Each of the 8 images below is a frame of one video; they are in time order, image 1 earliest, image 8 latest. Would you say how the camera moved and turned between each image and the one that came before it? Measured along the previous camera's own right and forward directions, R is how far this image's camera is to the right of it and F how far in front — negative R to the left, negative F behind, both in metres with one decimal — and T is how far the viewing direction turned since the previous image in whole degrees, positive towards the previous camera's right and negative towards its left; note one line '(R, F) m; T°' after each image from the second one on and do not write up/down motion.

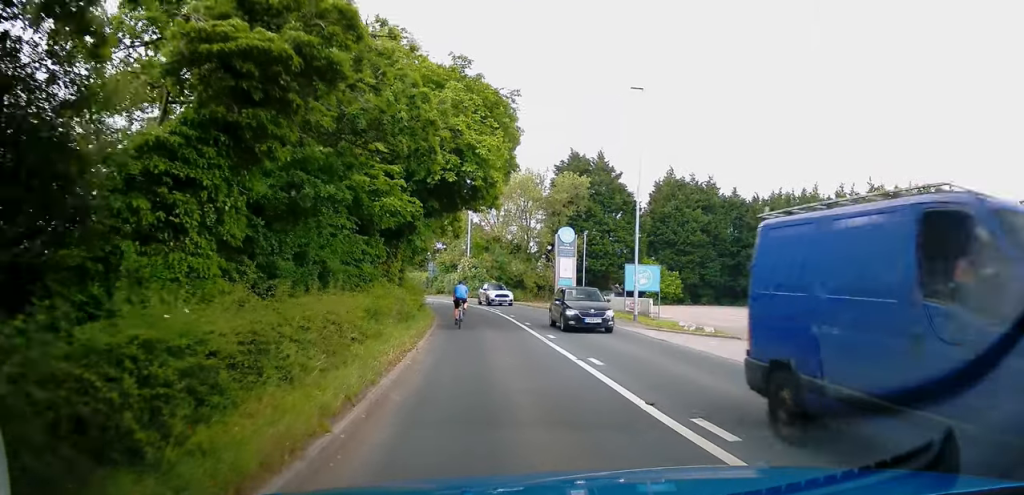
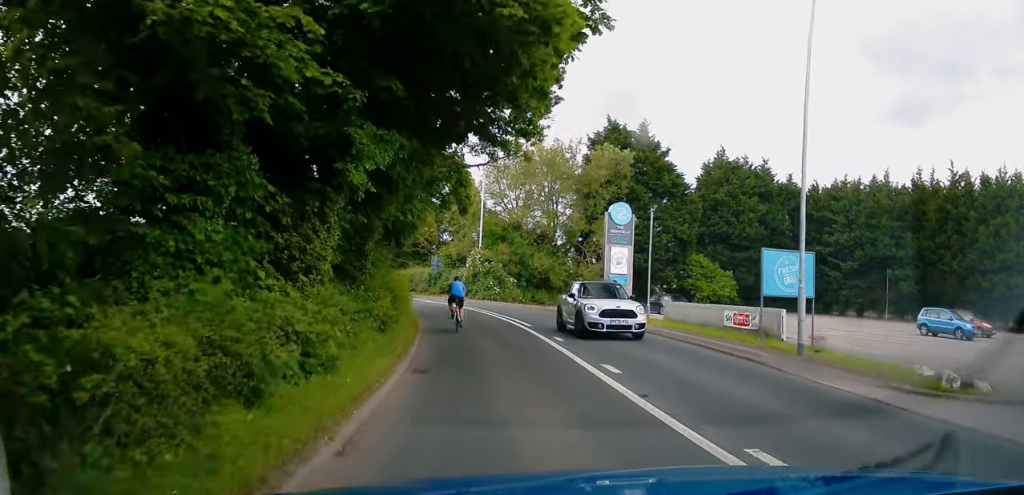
(-0.8, +12.1) m; -4°
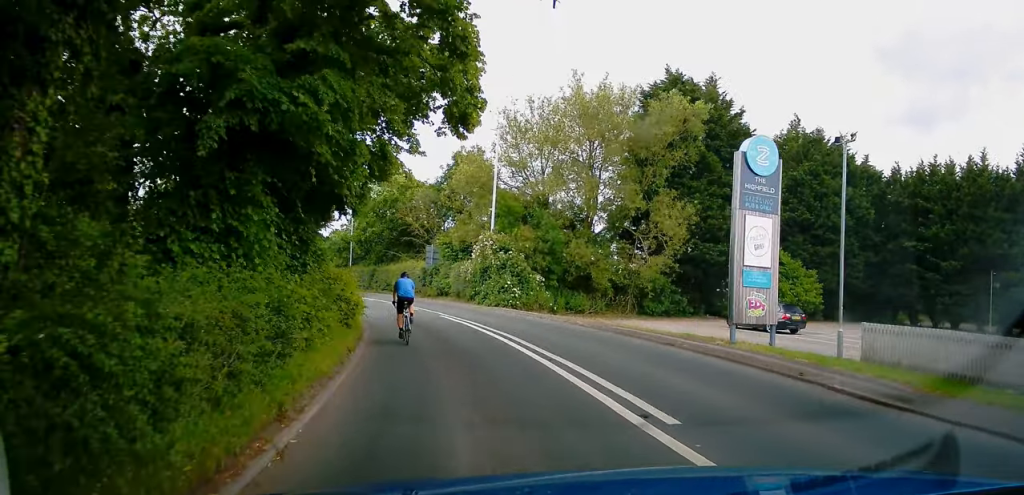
(+0.5, +14.5) m; +3°
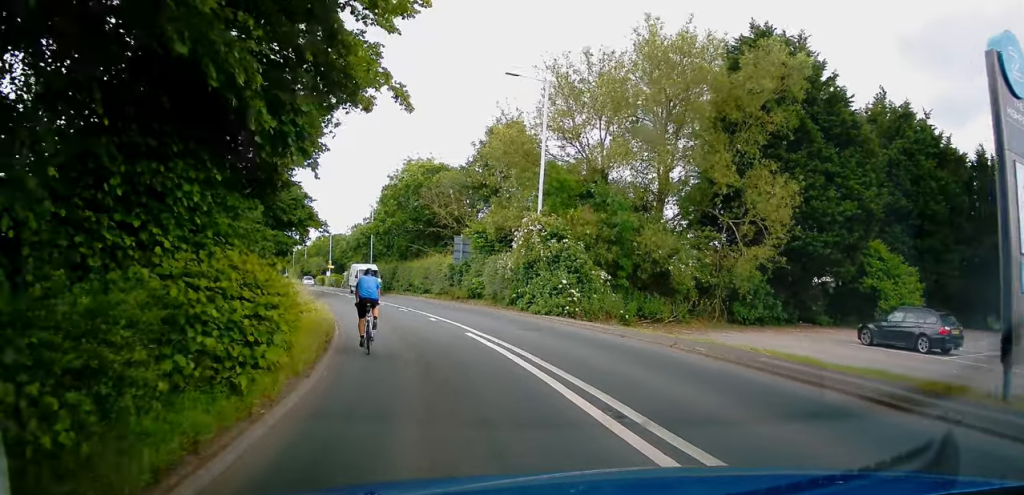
(+0.1, +8.7) m; -2°
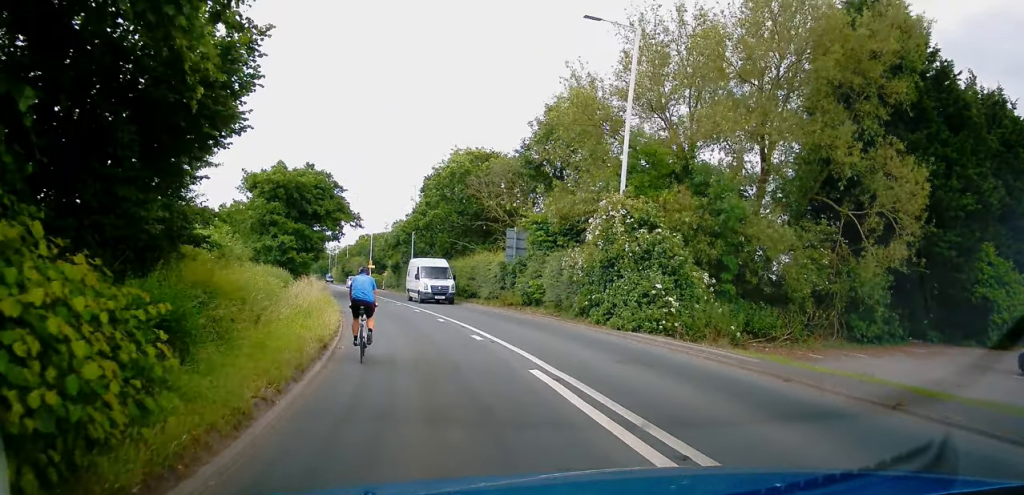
(-0.2, +6.2) m; -5°
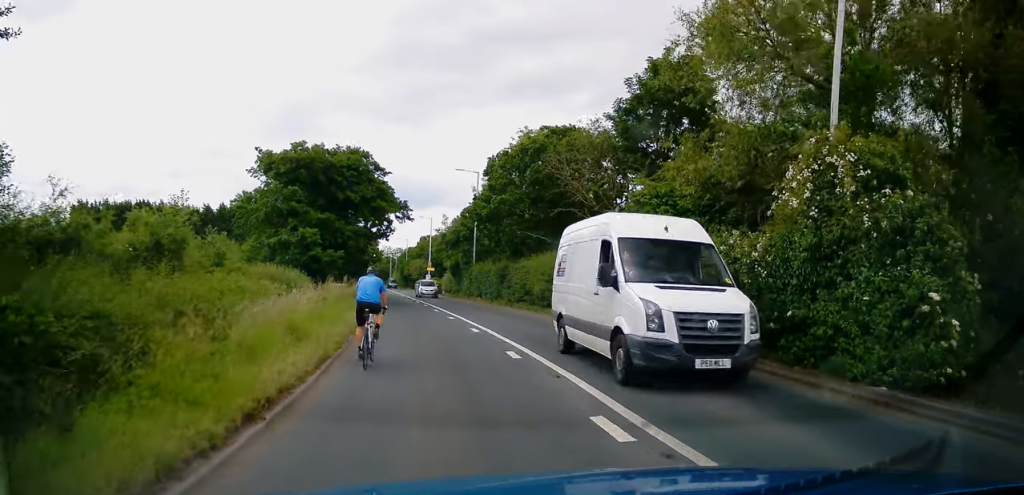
(-0.7, +9.1) m; -9°
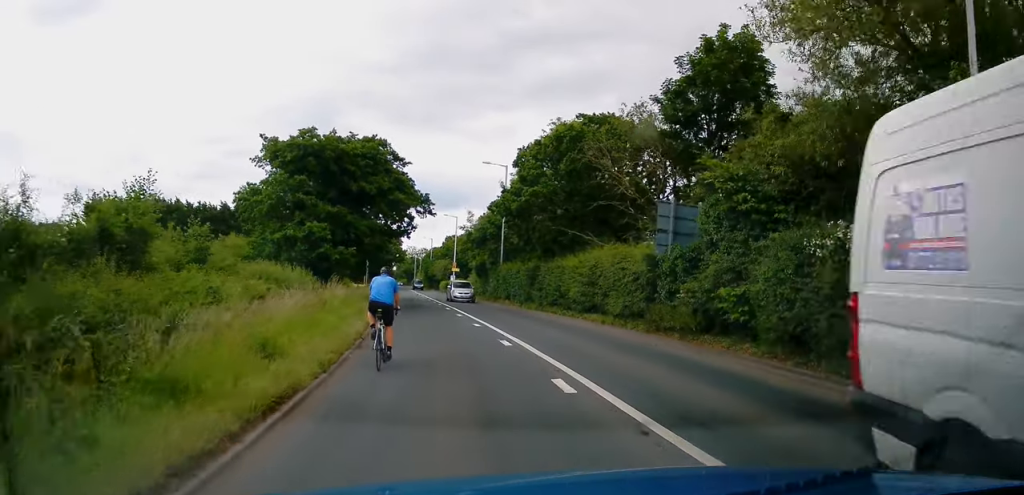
(-0.2, +3.1) m; -2°
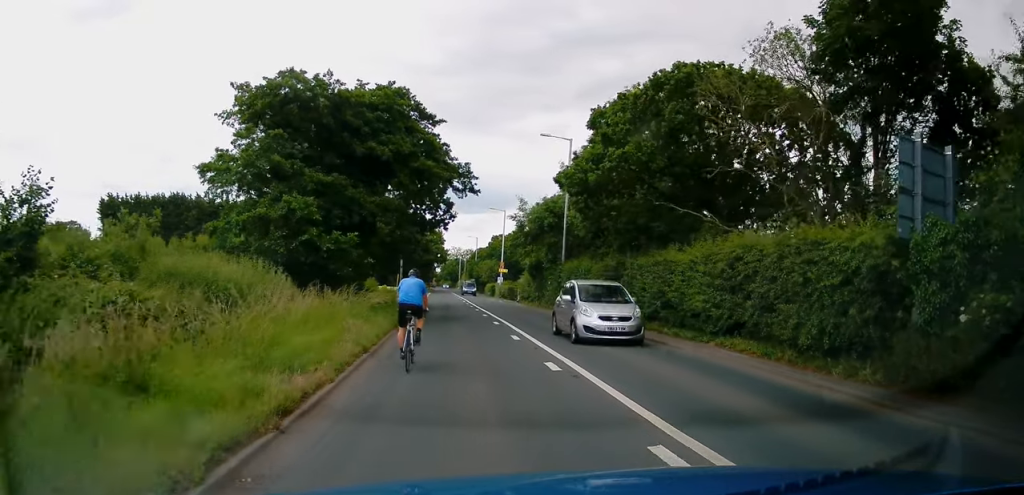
(-0.4, +9.4) m; -5°
